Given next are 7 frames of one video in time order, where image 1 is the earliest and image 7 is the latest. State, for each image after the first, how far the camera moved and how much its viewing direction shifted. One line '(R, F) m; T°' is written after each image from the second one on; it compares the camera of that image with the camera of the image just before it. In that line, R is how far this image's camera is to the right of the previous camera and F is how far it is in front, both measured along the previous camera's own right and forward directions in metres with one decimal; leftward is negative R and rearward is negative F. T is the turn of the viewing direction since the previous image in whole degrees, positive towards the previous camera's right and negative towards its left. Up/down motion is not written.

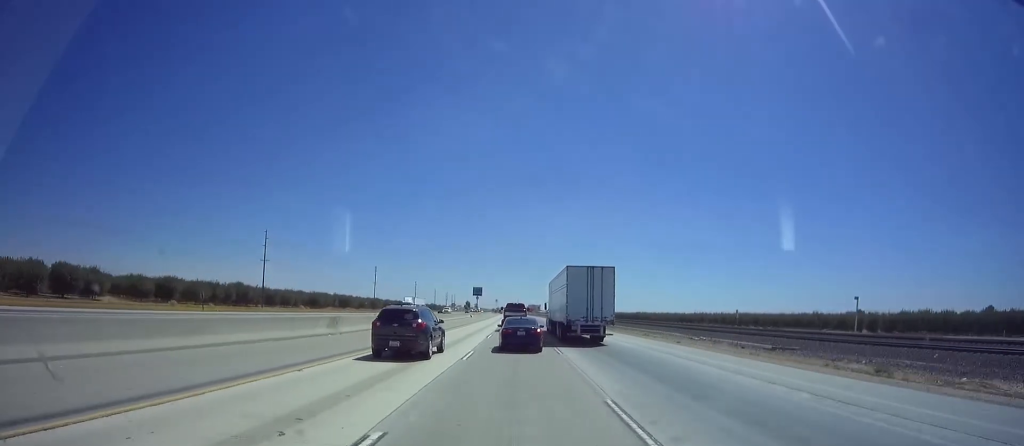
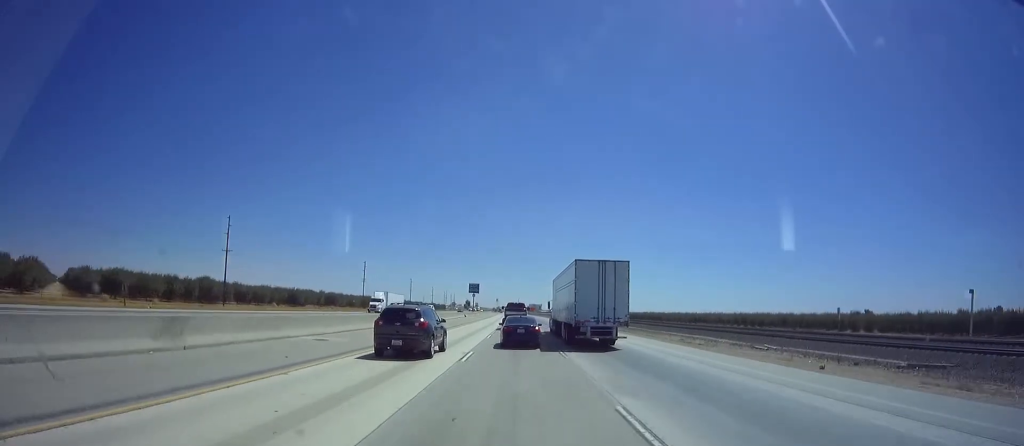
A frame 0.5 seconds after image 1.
(0.0, +15.6) m; 0°
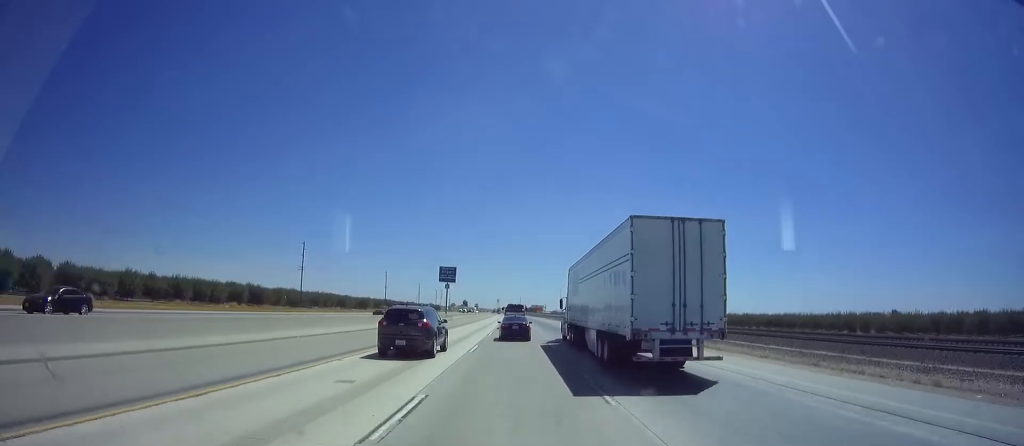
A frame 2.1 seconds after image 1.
(-0.2, +54.4) m; -1°
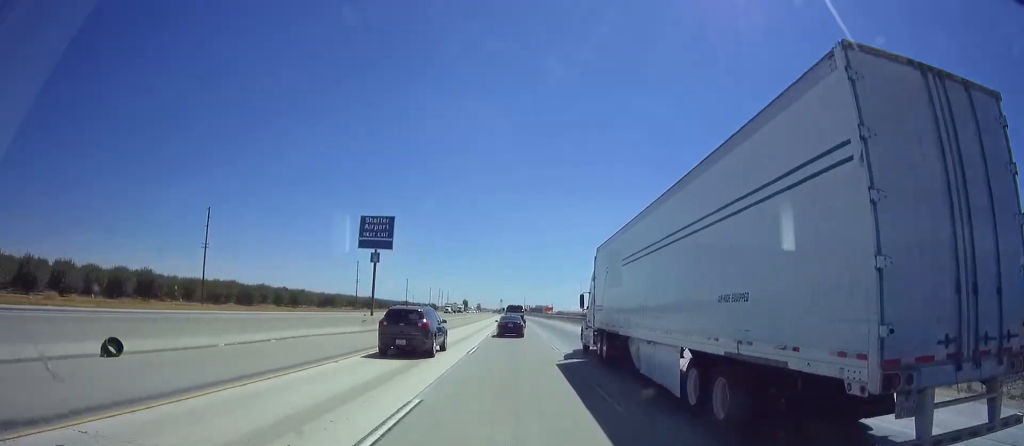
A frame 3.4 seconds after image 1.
(-0.2, +44.5) m; +1°
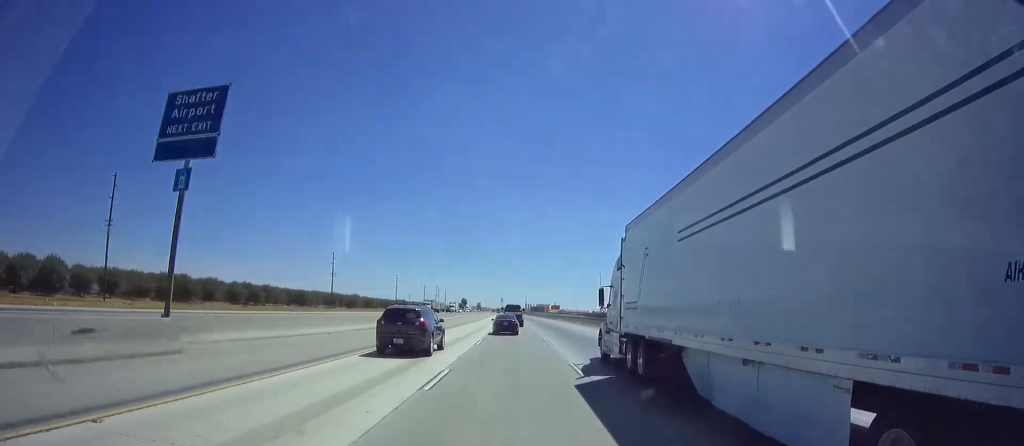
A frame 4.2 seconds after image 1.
(+0.3, +24.4) m; 0°
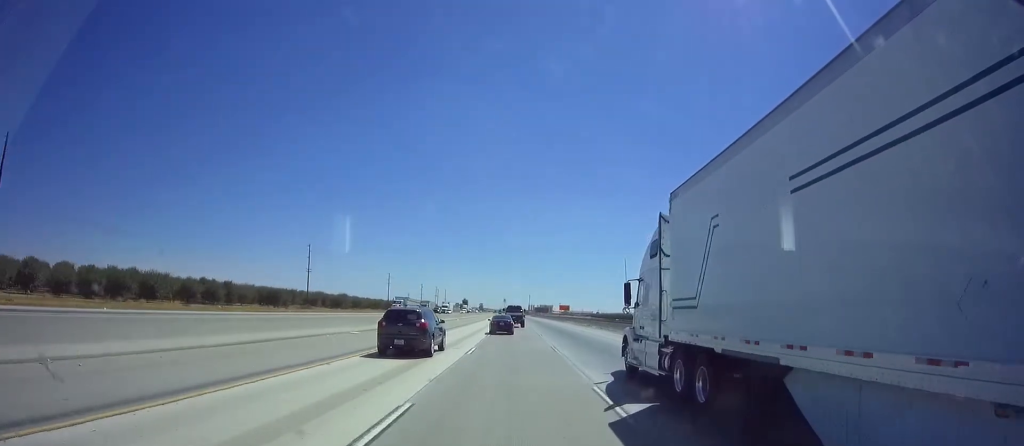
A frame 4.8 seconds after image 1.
(-0.2, +19.8) m; 0°
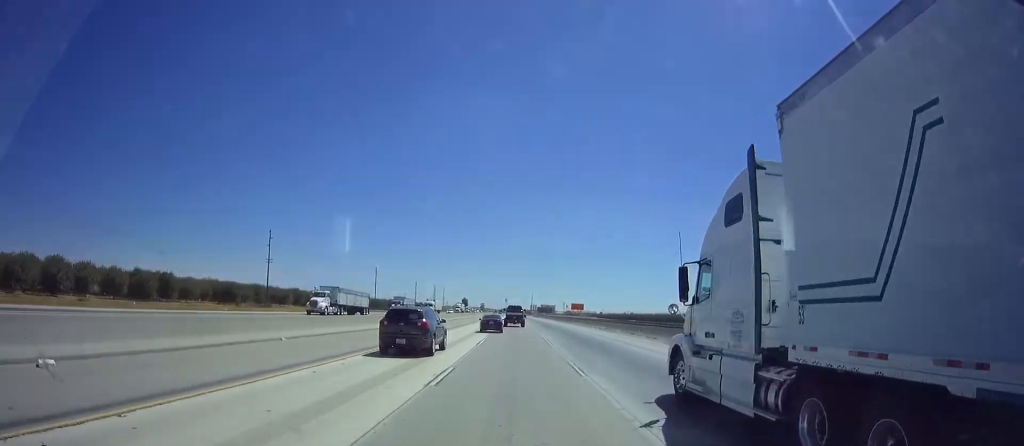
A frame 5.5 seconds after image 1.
(0.0, +23.1) m; 0°
